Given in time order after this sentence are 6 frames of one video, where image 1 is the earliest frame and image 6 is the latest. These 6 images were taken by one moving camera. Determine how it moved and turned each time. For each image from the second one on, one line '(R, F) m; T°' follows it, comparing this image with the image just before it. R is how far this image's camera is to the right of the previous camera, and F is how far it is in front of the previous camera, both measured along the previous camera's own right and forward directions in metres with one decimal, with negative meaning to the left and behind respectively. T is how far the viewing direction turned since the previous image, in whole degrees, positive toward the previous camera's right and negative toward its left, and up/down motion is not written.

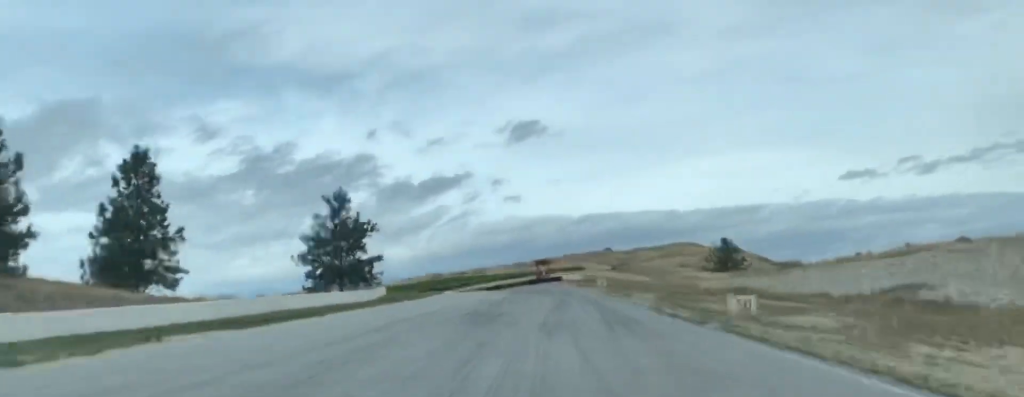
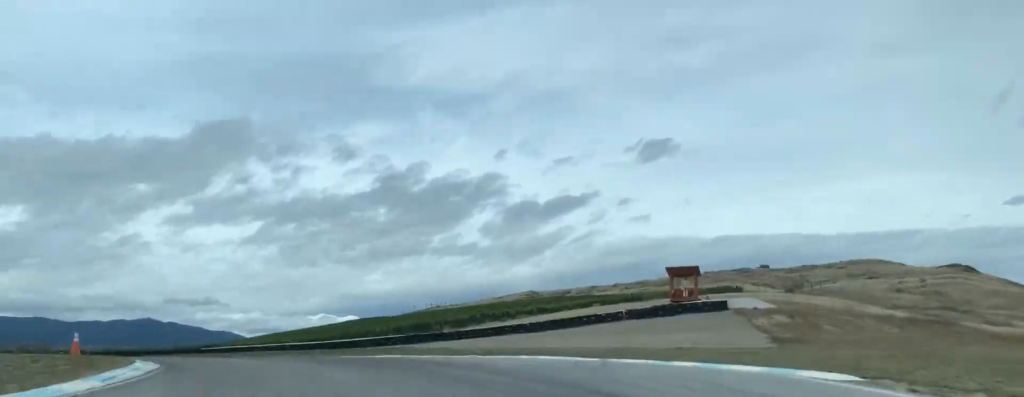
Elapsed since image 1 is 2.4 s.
(+8.1, +78.8) m; -4°
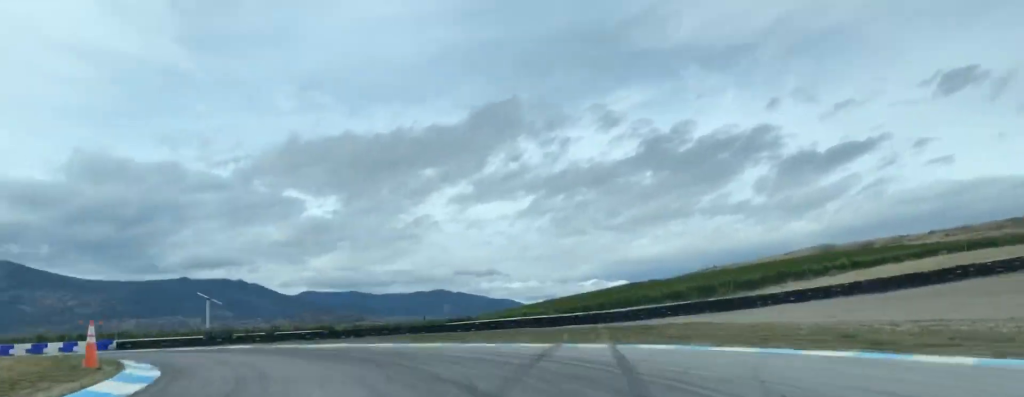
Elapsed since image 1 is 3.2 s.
(-1.8, +19.8) m; -17°
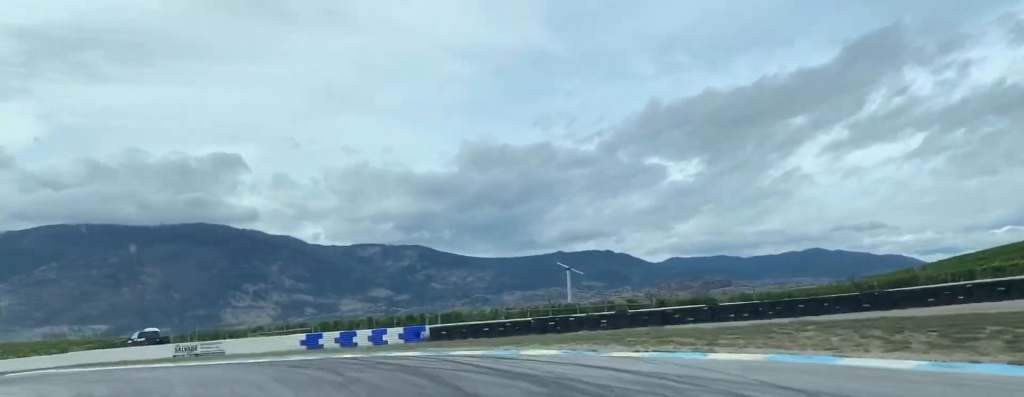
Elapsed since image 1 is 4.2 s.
(-6.4, +22.8) m; -32°
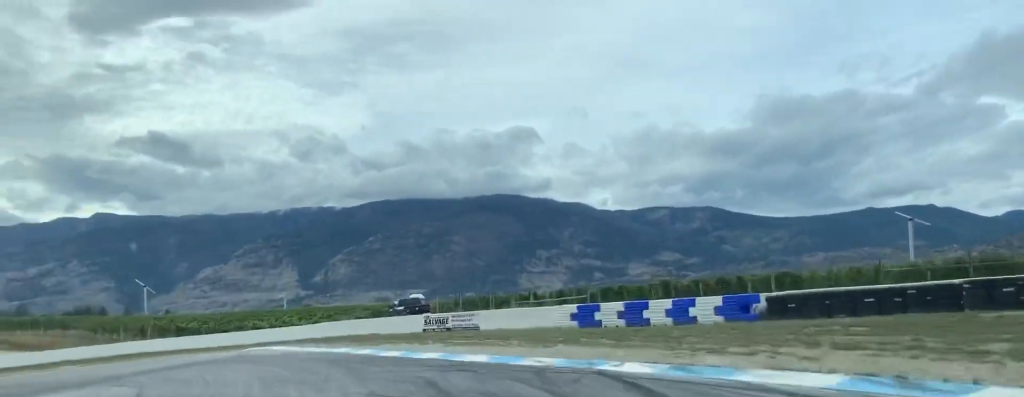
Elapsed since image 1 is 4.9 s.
(-1.8, +15.3) m; -22°
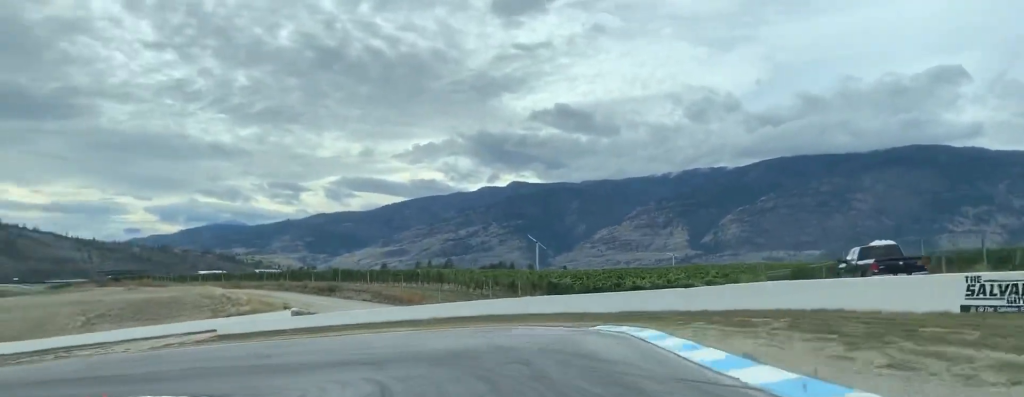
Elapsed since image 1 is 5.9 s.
(-6.5, +22.5) m; -30°
